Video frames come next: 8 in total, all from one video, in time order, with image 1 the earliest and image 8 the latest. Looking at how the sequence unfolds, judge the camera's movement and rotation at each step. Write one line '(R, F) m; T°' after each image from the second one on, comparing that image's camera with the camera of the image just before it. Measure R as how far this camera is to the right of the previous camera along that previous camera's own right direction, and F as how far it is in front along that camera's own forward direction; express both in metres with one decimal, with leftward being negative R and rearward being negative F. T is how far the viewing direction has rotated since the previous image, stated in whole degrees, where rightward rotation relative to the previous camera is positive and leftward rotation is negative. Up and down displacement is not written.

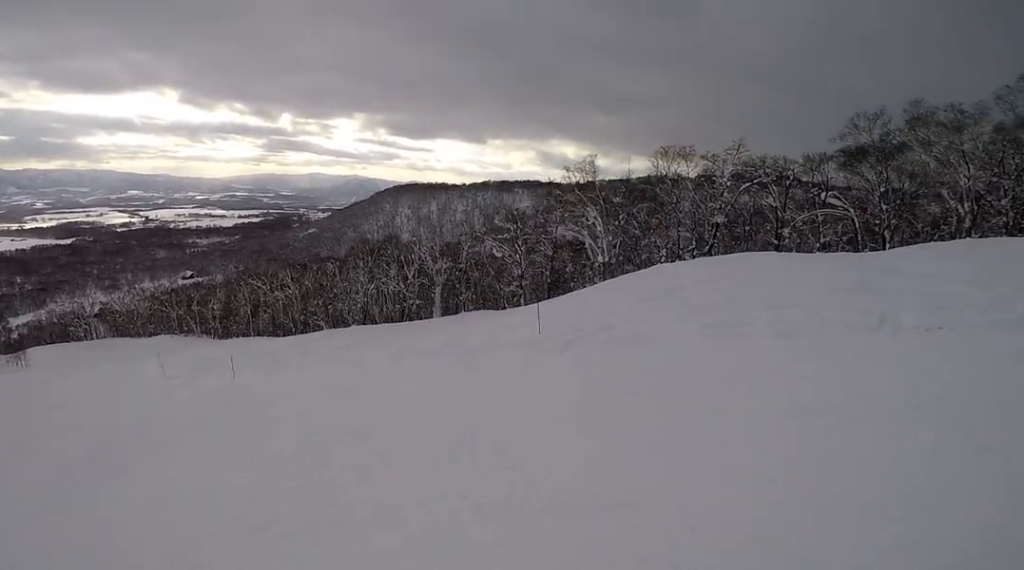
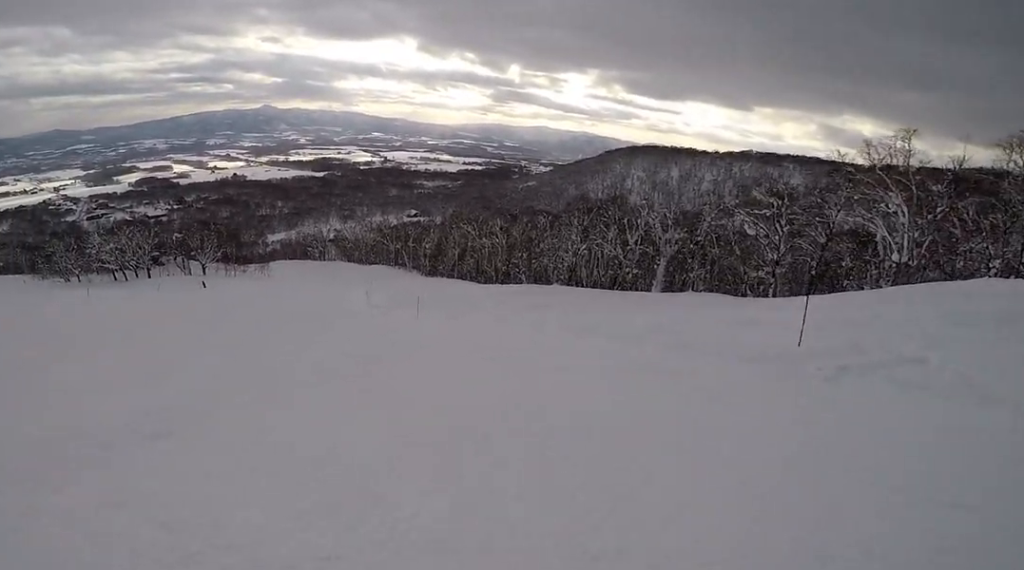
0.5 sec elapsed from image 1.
(0.0, +2.4) m; -15°
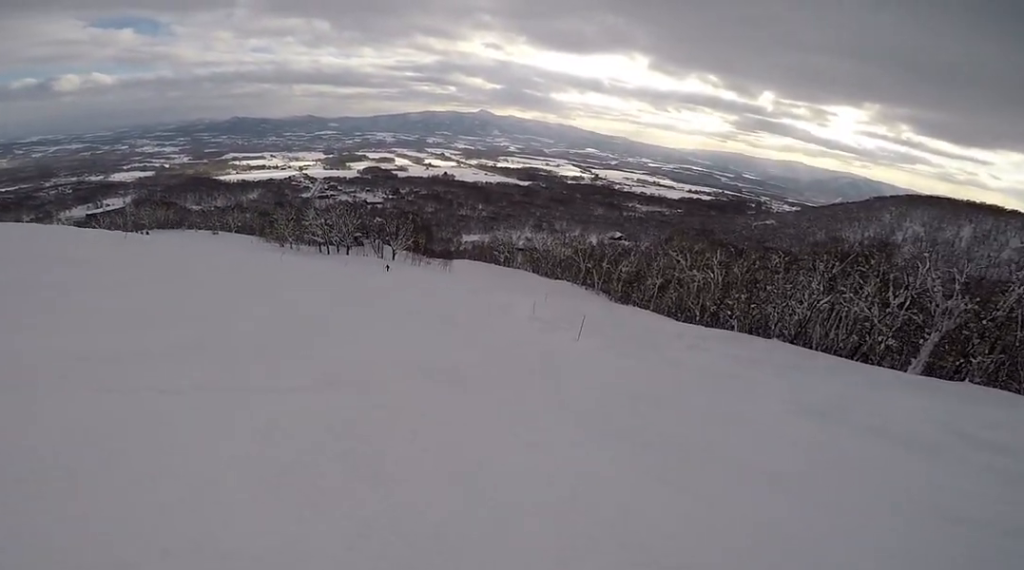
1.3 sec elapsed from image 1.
(-1.0, +3.7) m; -24°
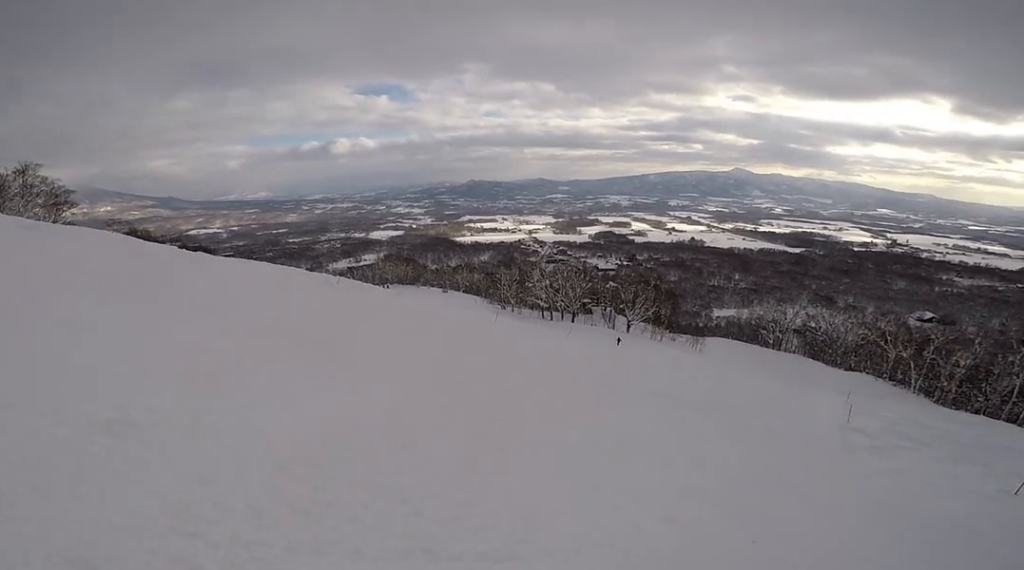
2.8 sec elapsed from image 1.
(-2.0, +6.4) m; -21°
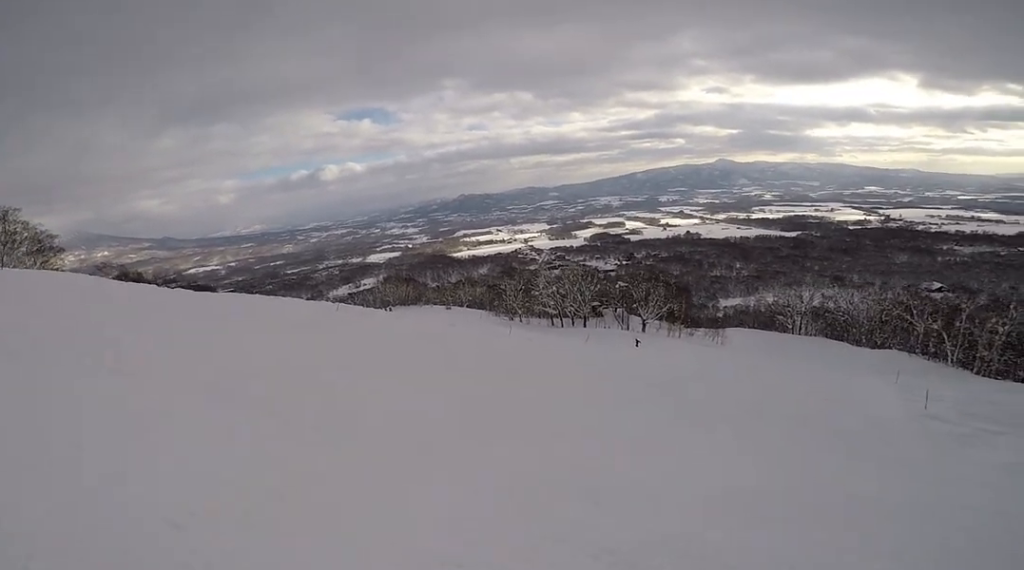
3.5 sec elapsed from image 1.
(-0.2, +3.3) m; +3°
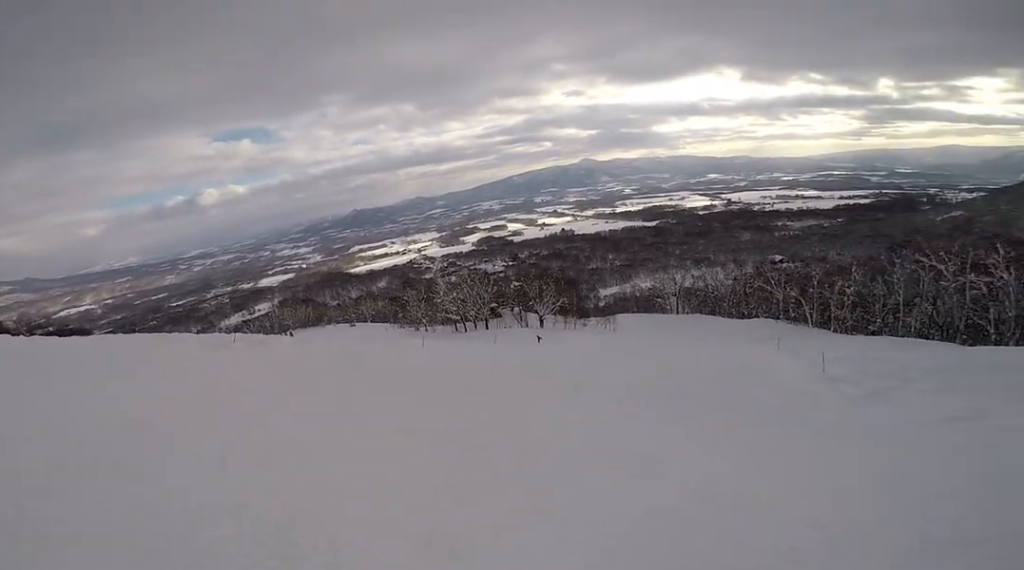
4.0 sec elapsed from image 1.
(+0.3, +2.6) m; +8°
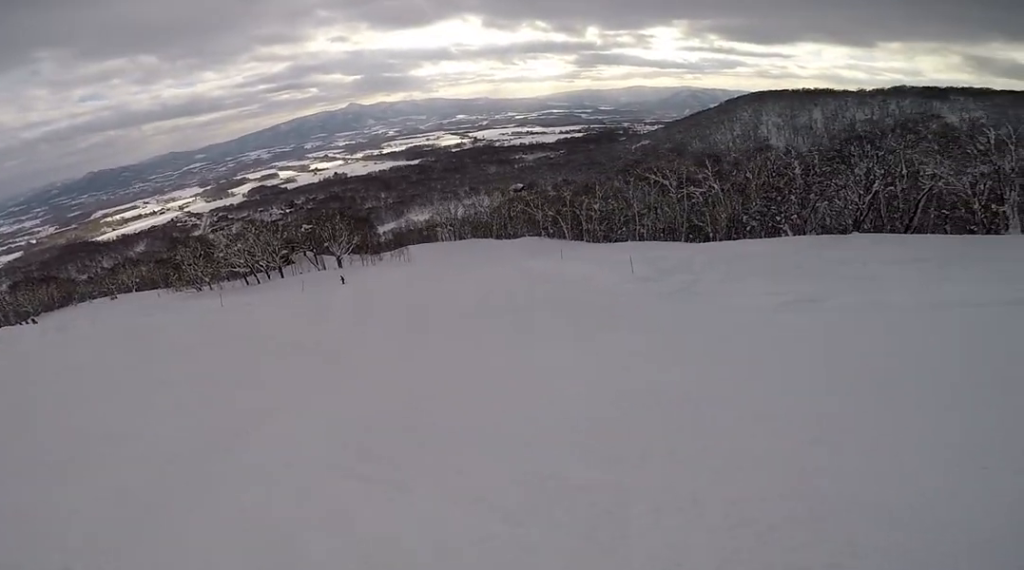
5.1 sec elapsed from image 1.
(+0.8, +5.2) m; +21°
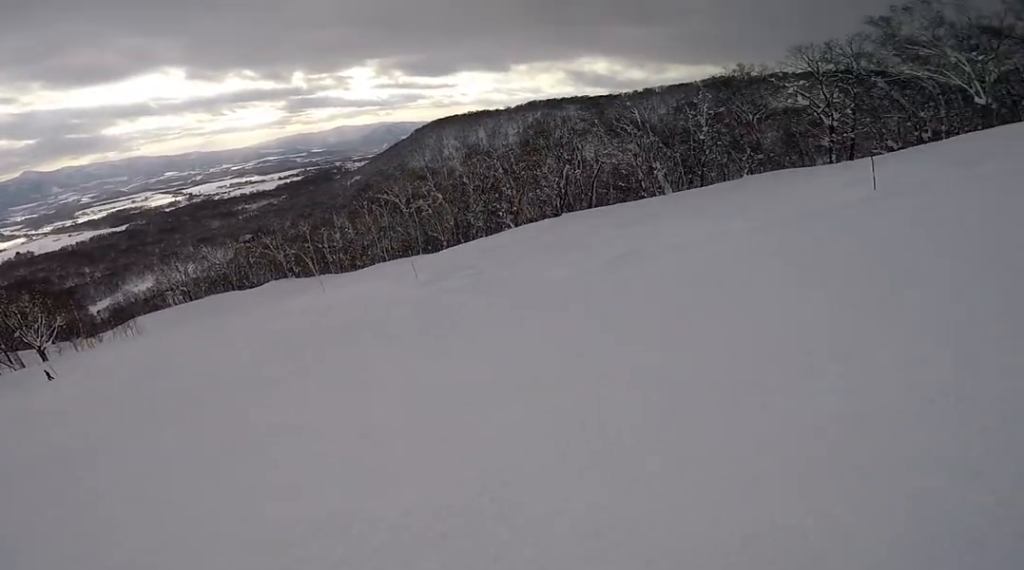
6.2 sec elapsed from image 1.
(+1.1, +5.6) m; +26°
